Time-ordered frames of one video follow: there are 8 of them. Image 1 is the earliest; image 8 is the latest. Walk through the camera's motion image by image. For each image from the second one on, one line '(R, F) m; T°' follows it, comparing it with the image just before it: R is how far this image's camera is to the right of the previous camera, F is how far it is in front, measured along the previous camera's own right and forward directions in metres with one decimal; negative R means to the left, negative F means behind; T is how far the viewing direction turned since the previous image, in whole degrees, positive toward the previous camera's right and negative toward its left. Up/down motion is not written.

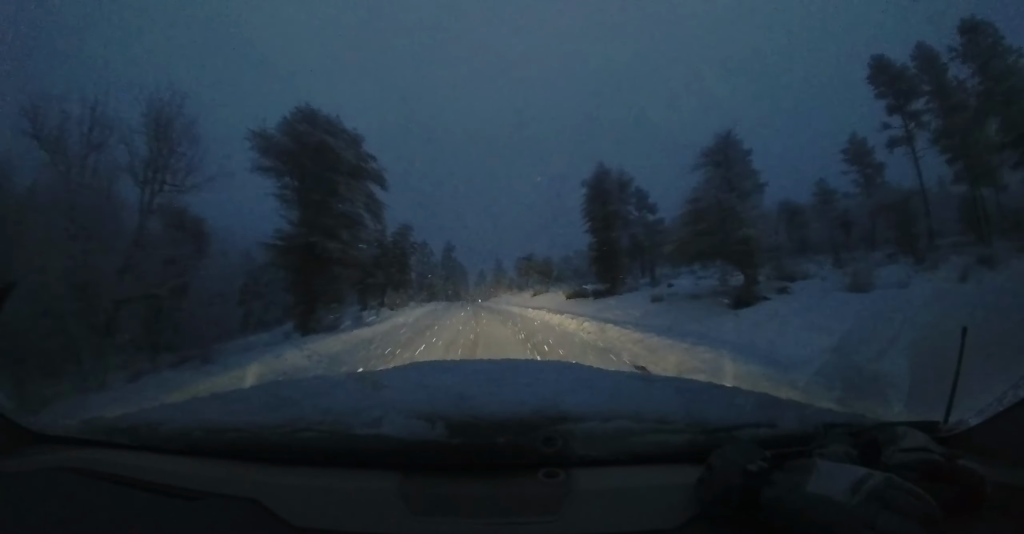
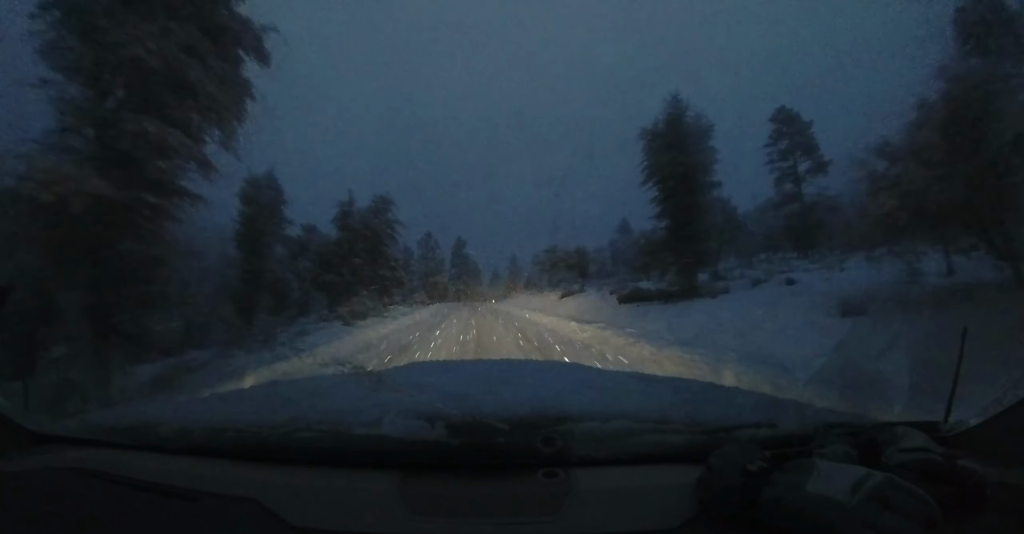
(-0.2, +9.4) m; -2°
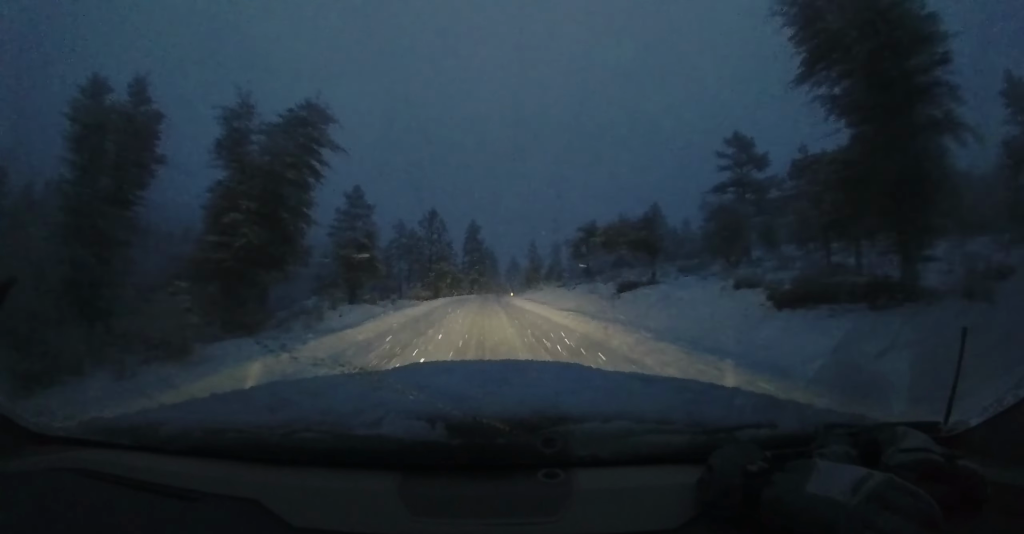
(-0.3, +10.7) m; -1°
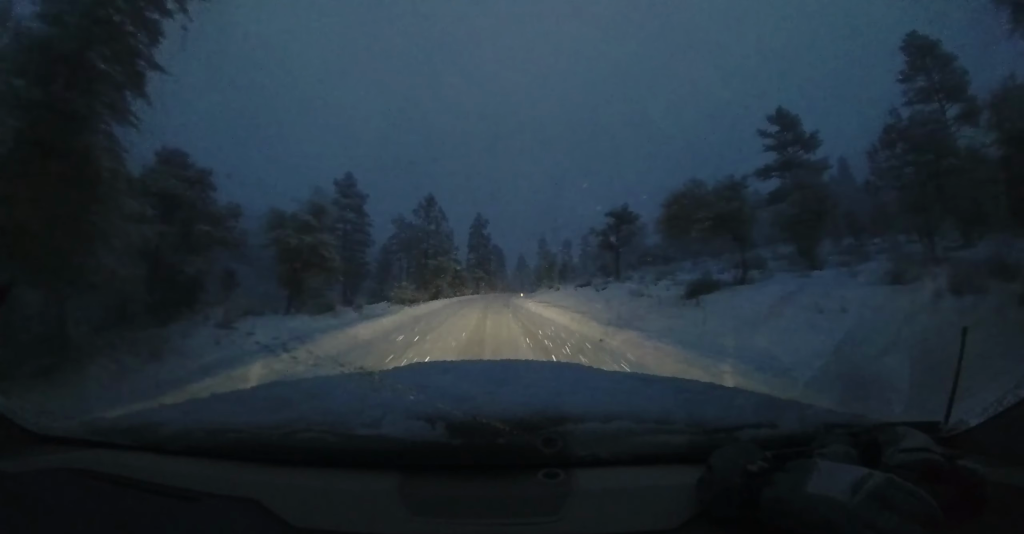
(0.0, +7.3) m; 0°
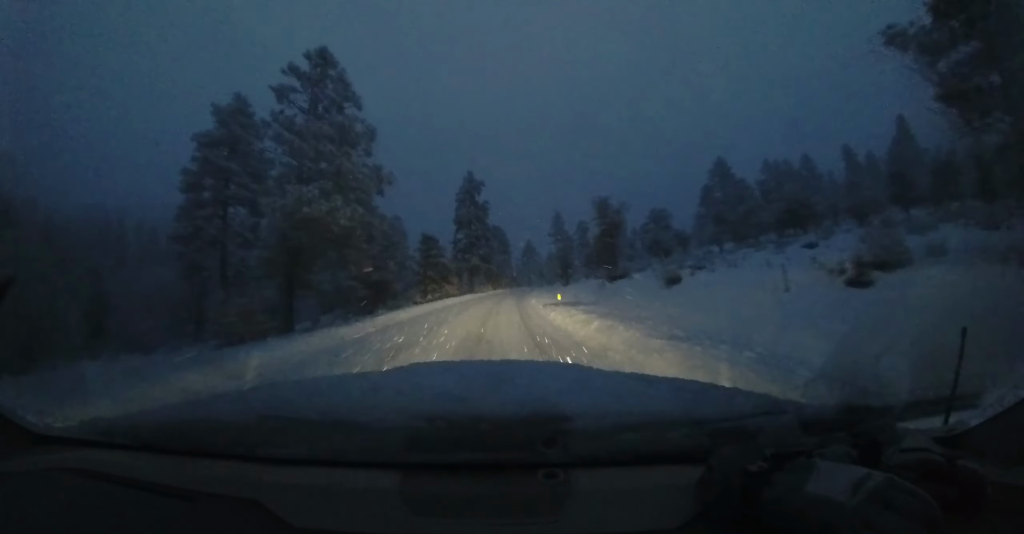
(-0.5, +27.8) m; -3°
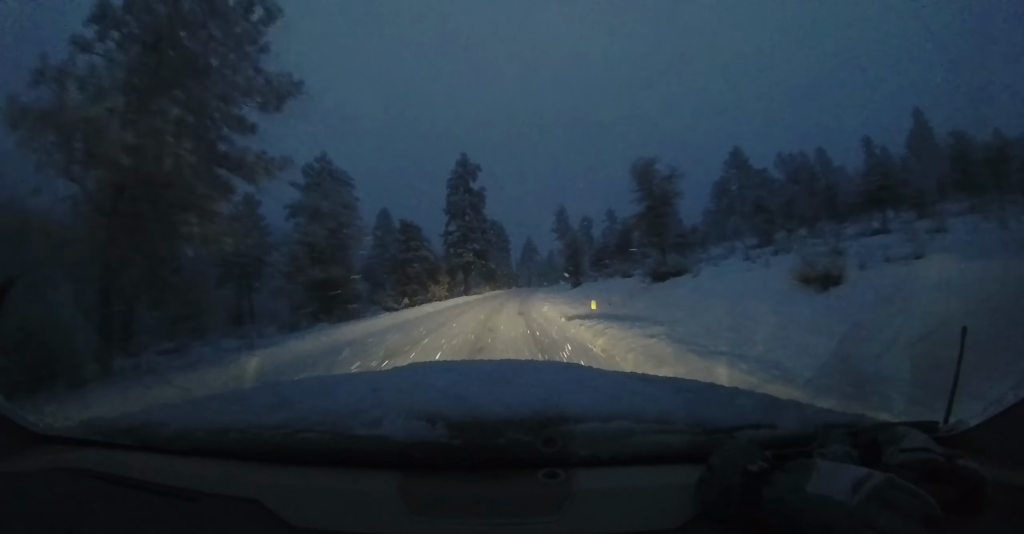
(-0.2, +7.7) m; -1°
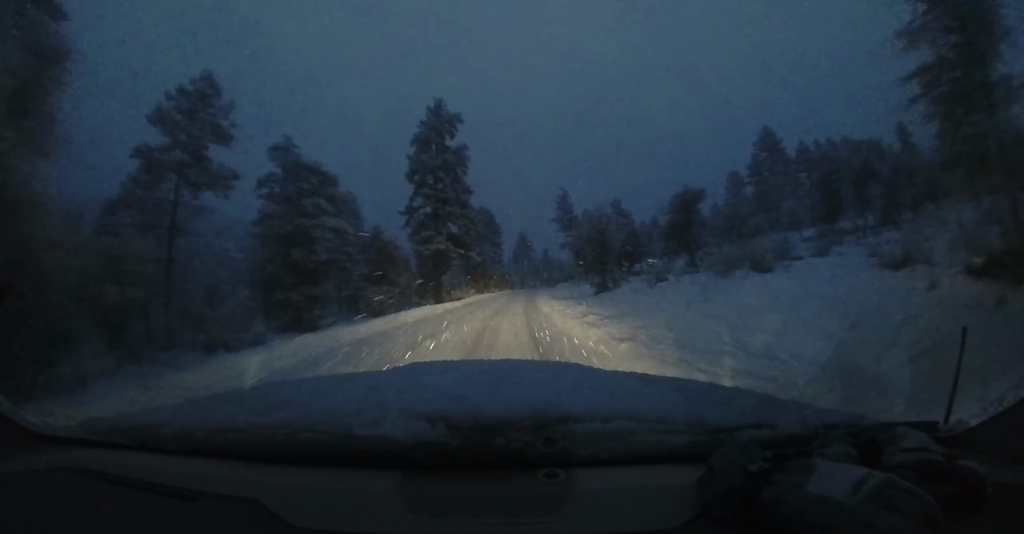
(+0.1, +14.7) m; +2°
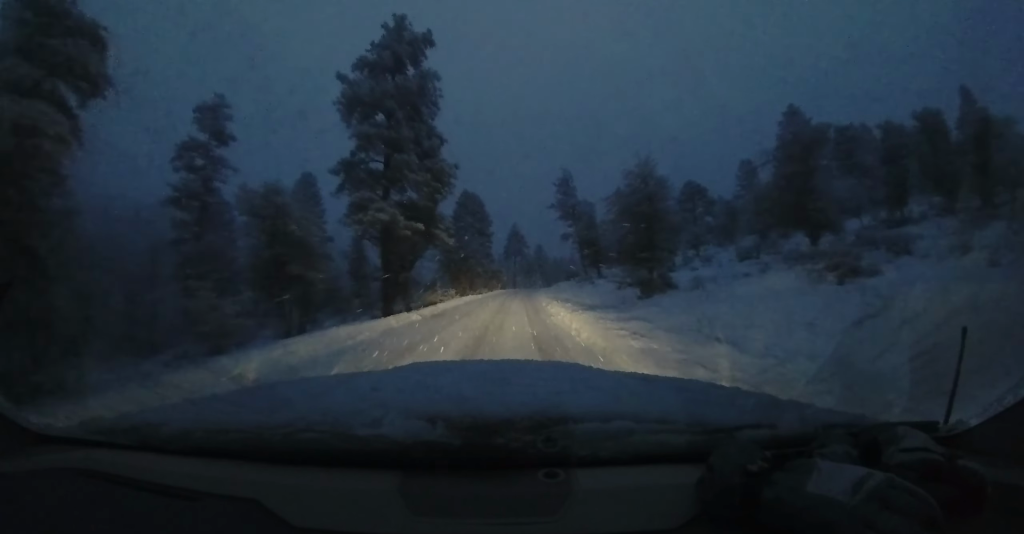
(+0.3, +11.2) m; +4°
